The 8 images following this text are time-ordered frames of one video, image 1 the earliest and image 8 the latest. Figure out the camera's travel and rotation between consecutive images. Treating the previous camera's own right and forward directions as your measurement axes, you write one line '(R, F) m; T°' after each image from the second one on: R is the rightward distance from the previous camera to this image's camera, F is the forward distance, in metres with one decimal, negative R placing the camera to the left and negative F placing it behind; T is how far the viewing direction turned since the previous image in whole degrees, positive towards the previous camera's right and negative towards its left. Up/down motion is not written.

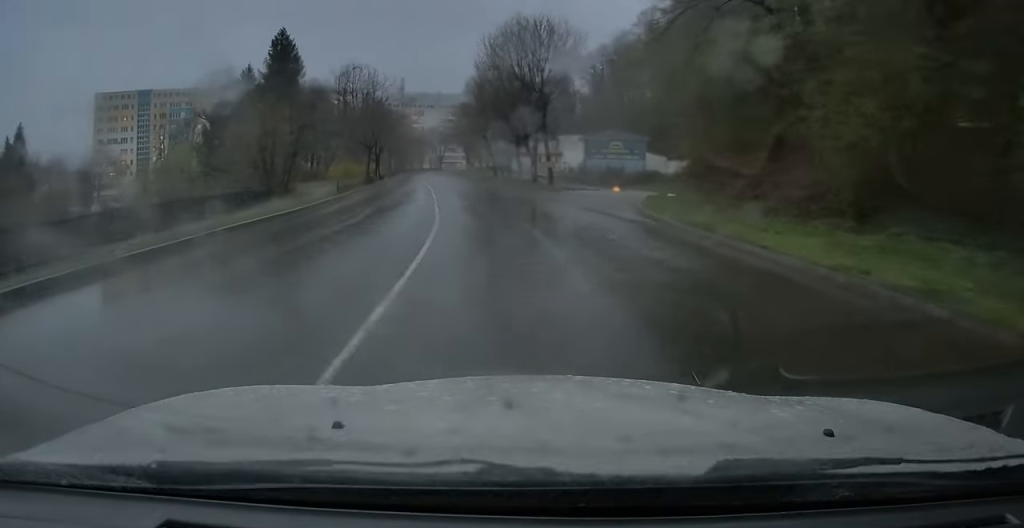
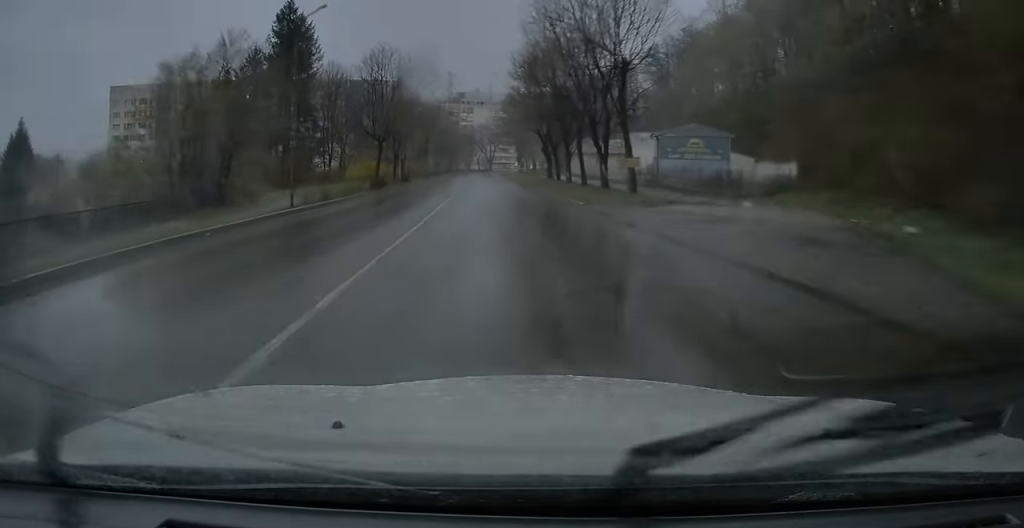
(-0.5, +16.4) m; -4°
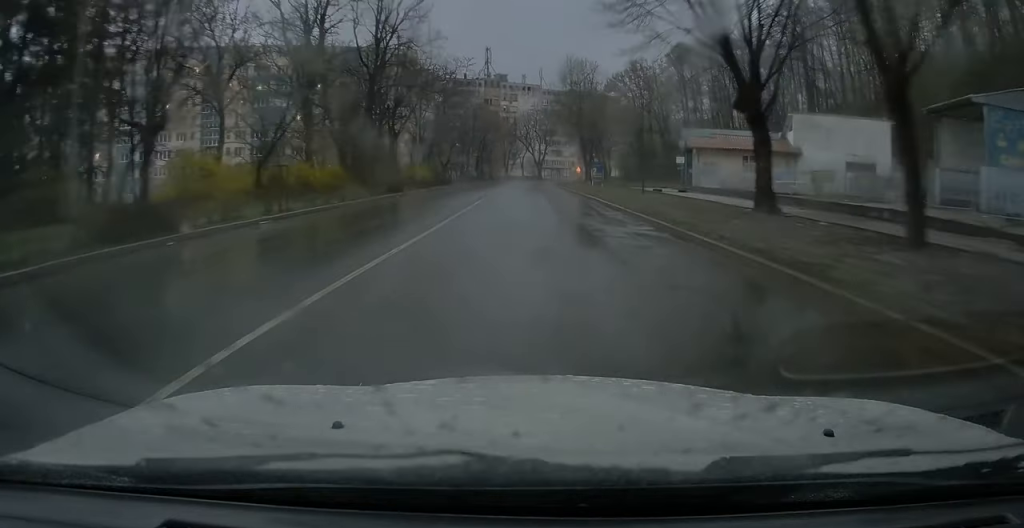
(-1.7, +51.4) m; 0°
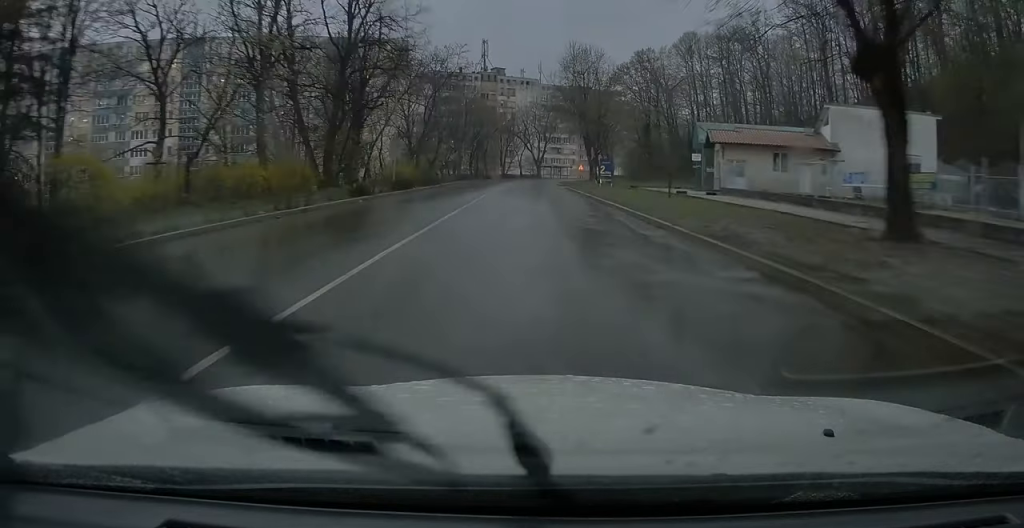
(+0.2, +7.5) m; +1°
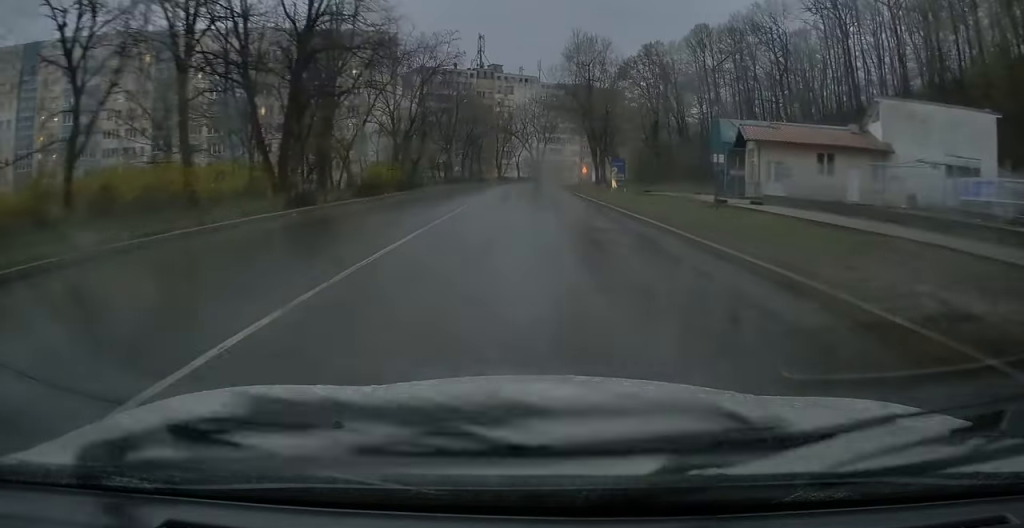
(+0.1, +8.1) m; +1°
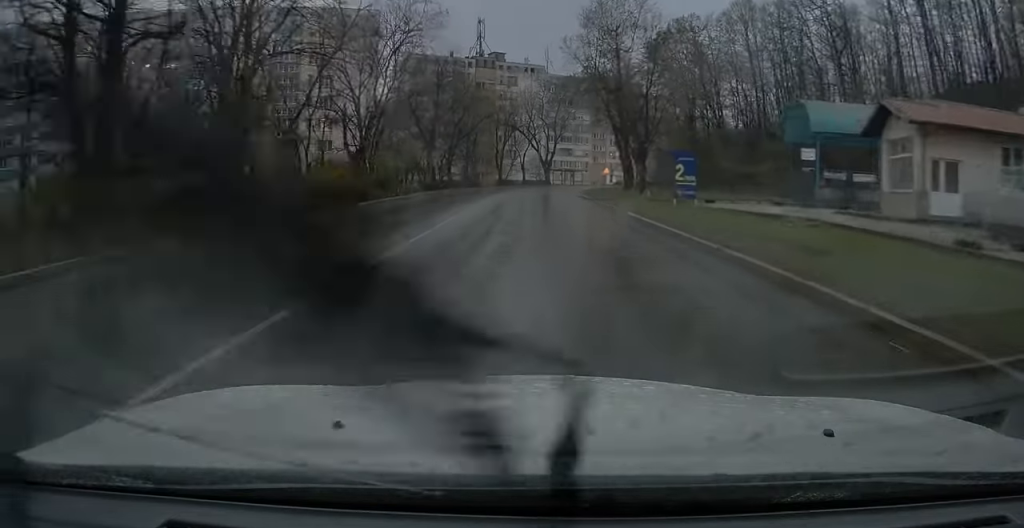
(-0.1, +17.5) m; -1°
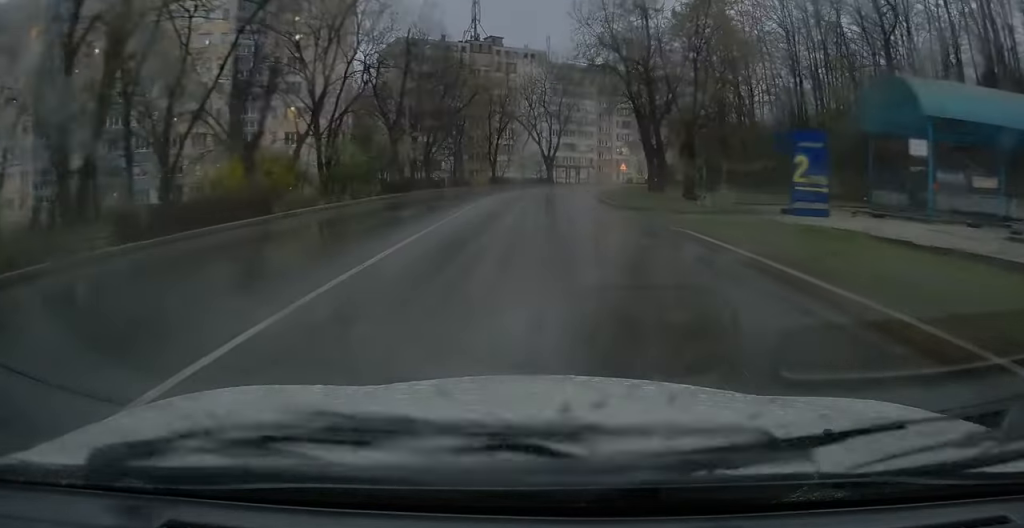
(-0.4, +12.1) m; 0°
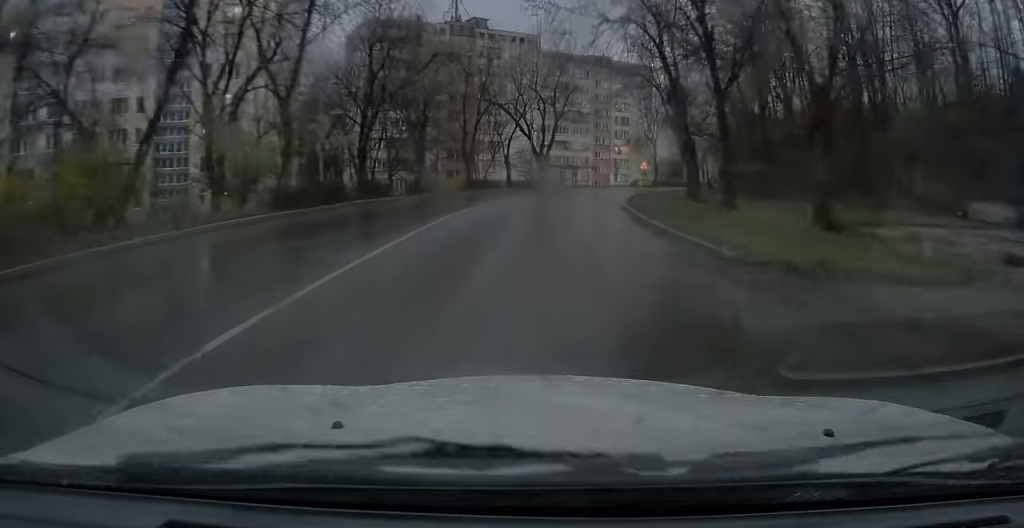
(+0.4, +14.6) m; +2°
